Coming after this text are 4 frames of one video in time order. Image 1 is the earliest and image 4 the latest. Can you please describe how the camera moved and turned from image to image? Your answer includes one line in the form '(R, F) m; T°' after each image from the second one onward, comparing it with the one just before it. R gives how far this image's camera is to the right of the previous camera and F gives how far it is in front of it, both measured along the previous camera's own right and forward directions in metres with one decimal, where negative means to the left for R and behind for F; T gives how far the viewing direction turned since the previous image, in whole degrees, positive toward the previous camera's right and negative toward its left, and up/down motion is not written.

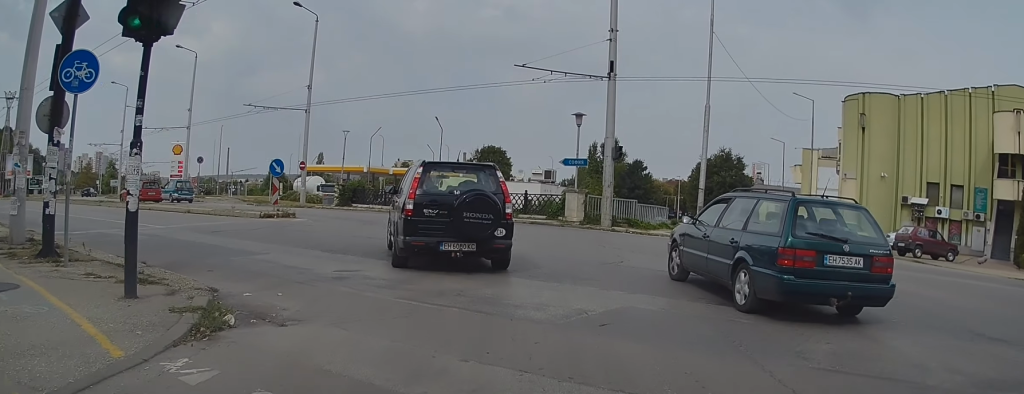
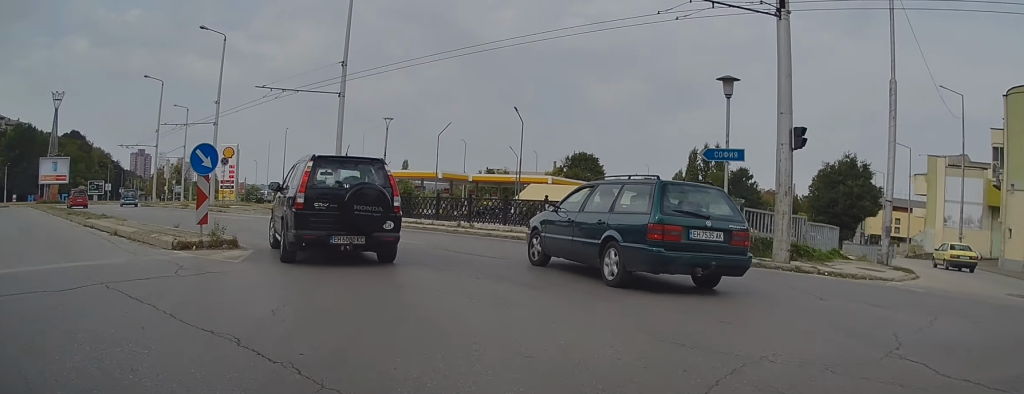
(-0.6, +11.1) m; -10°
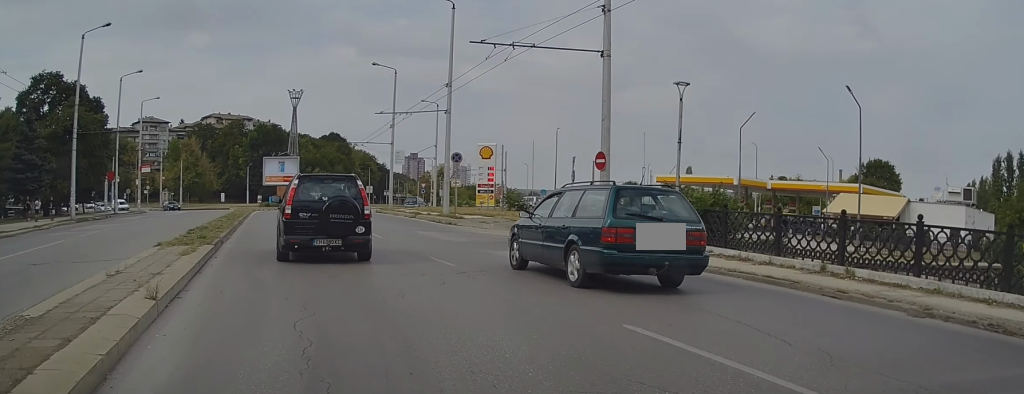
(-1.9, +11.7) m; -20°
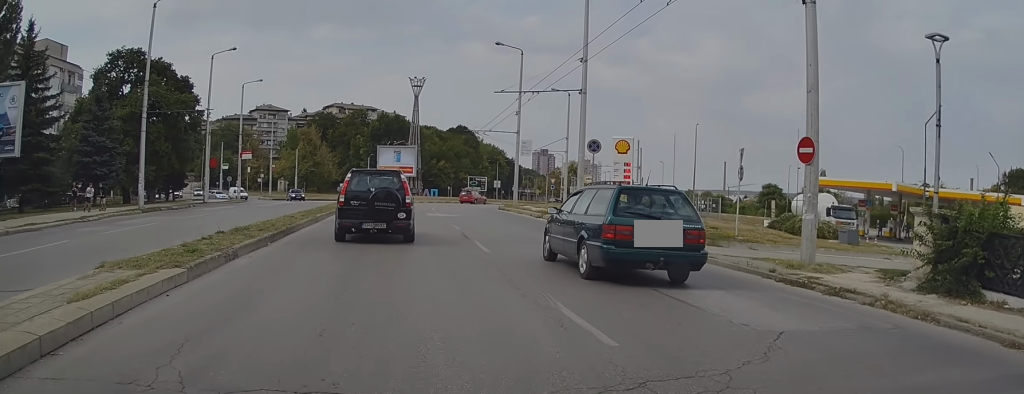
(-0.7, +6.8) m; -10°
